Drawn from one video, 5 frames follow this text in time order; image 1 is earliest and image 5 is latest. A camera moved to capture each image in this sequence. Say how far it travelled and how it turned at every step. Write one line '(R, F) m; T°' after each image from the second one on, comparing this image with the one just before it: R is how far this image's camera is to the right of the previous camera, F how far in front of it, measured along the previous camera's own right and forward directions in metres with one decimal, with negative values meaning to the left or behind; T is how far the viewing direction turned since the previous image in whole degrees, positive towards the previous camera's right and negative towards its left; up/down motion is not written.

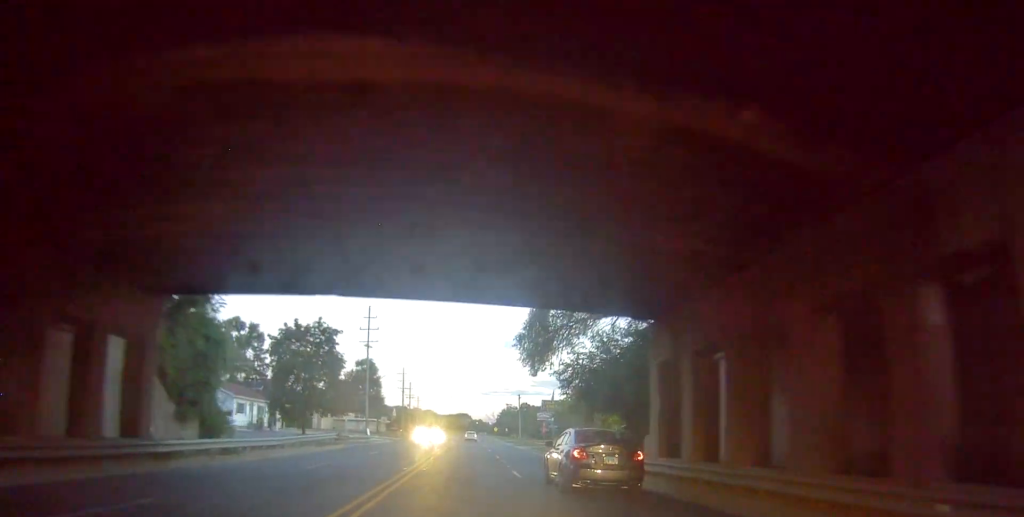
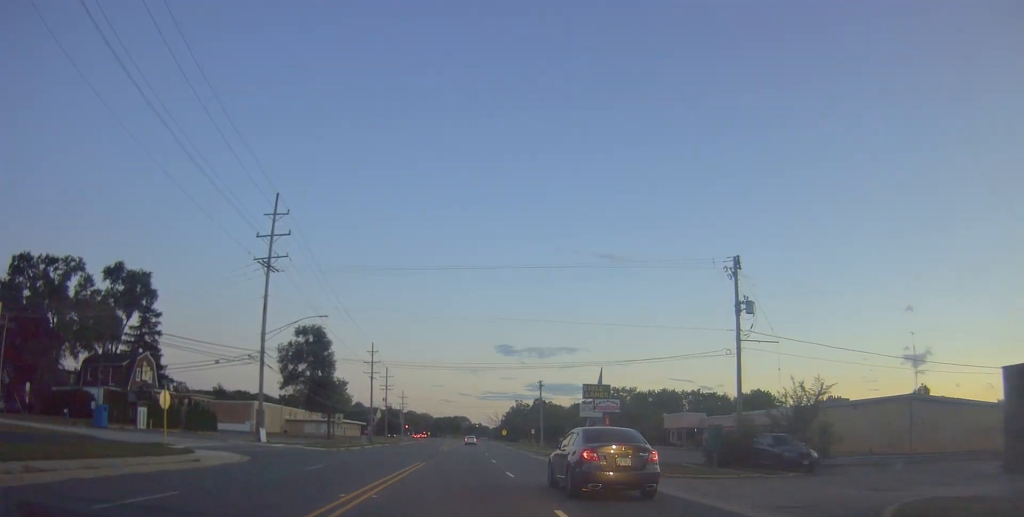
(-0.3, +47.0) m; -1°
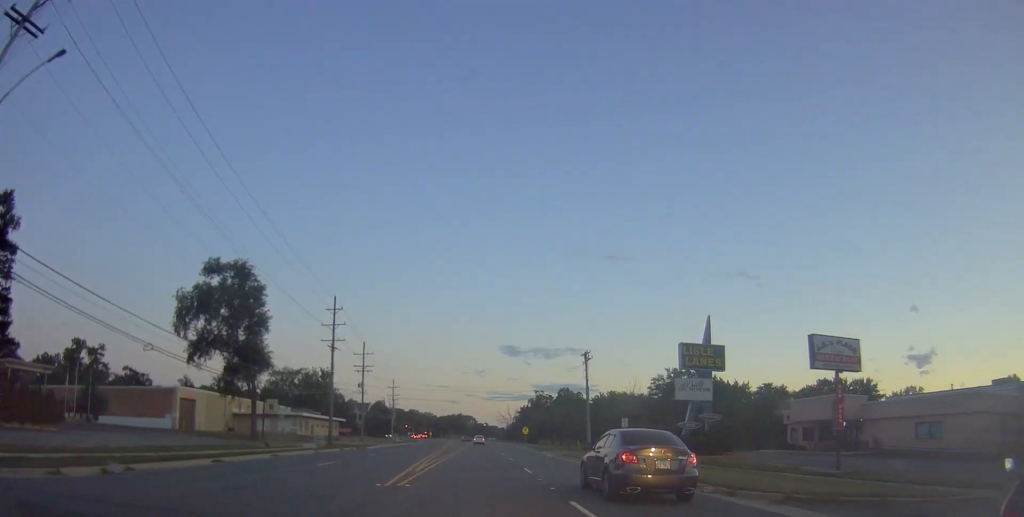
(+1.1, +34.9) m; +3°
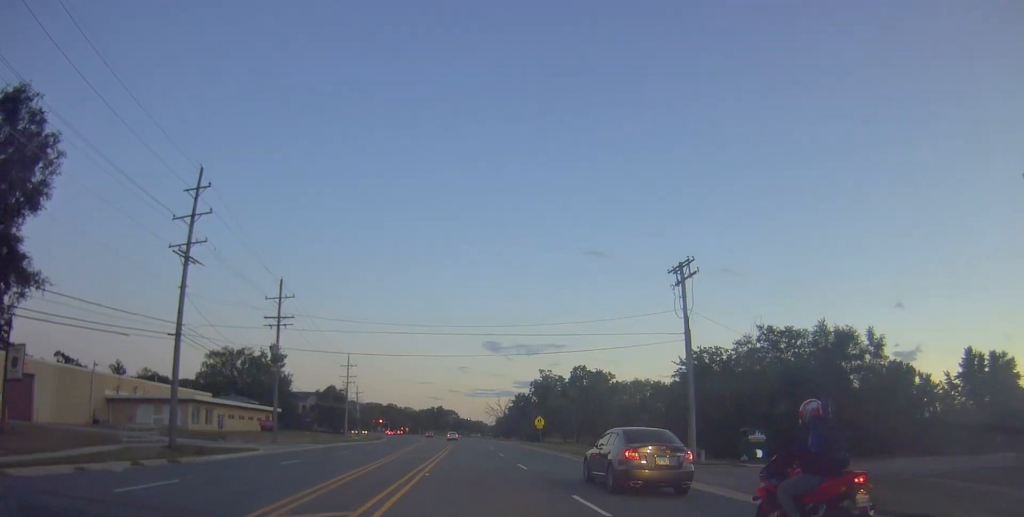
(-1.2, +35.9) m; -2°
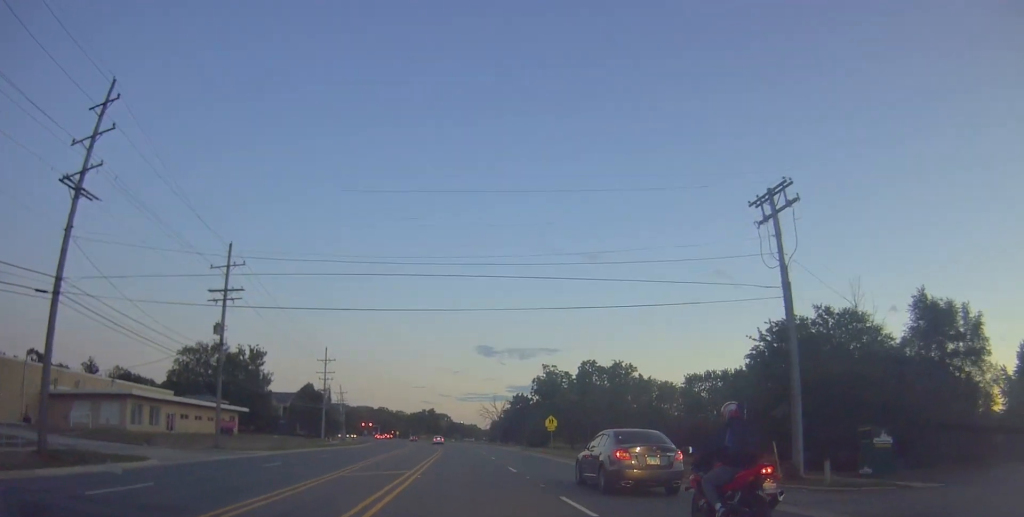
(+0.1, +12.2) m; +2°
